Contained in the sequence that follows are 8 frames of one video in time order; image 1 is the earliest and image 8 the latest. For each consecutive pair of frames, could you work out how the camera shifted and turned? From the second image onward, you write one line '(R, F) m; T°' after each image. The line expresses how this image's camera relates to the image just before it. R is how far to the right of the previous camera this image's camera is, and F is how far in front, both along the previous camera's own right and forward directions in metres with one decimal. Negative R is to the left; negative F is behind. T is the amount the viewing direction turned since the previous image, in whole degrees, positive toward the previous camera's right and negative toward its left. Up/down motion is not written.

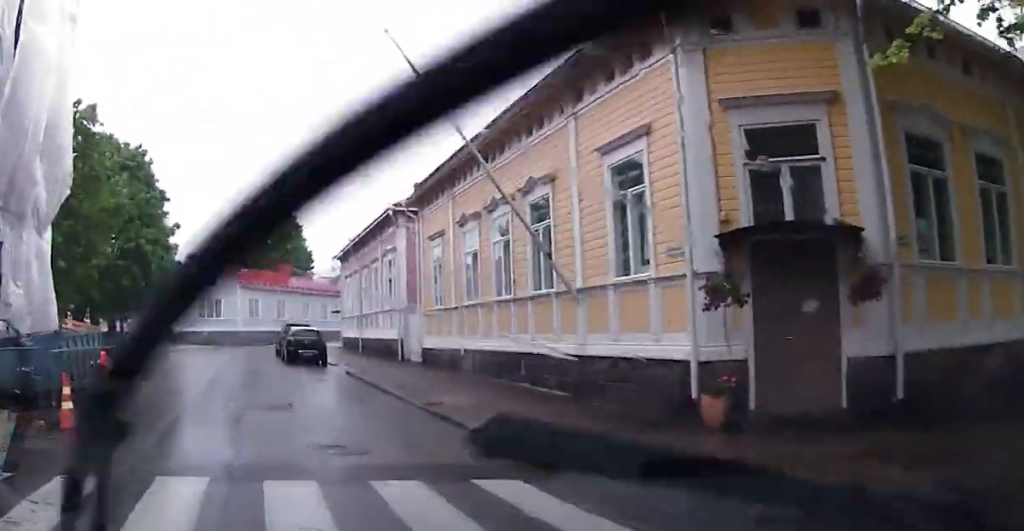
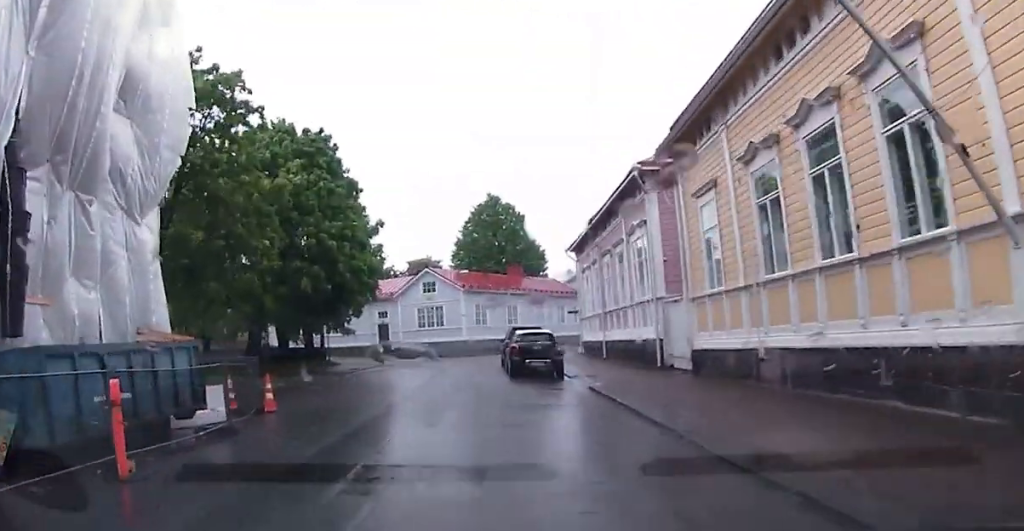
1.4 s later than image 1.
(-1.1, +7.1) m; -15°
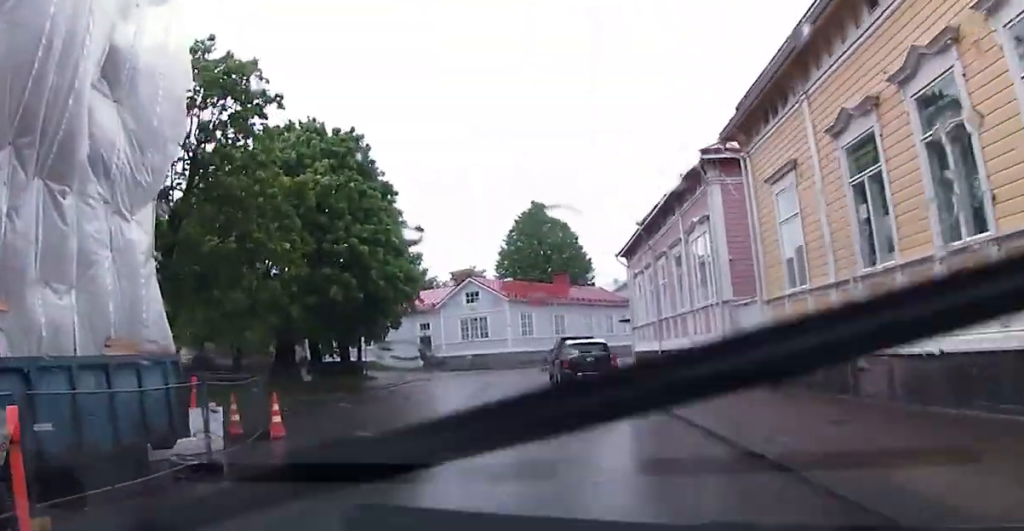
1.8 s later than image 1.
(-0.1, +2.4) m; -3°
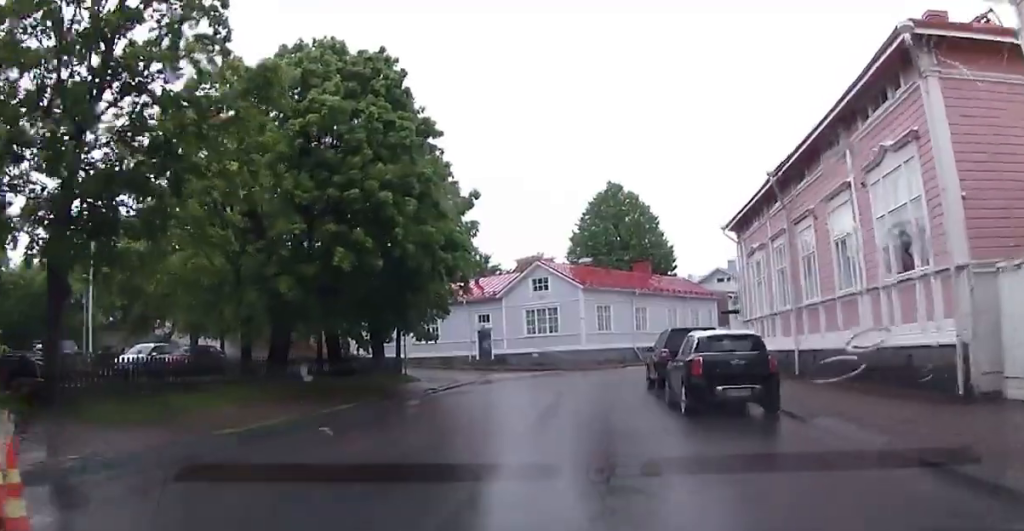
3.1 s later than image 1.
(-0.4, +8.6) m; -6°
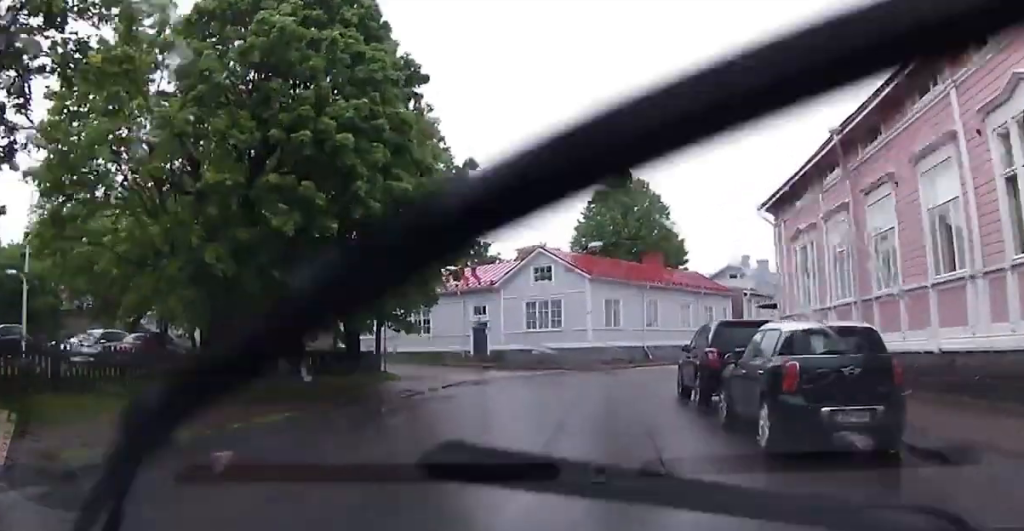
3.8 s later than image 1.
(-0.2, +4.7) m; -1°
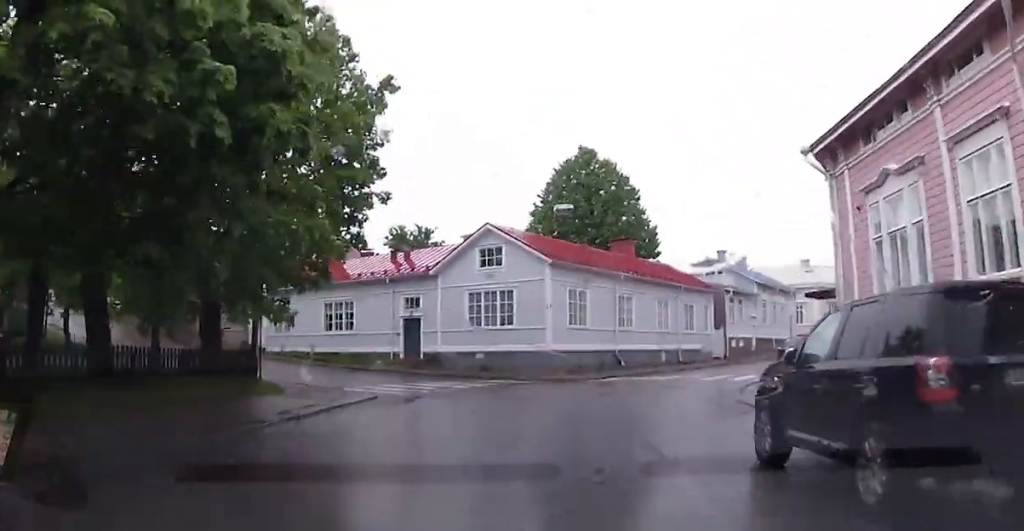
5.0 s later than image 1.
(0.0, +8.9) m; +3°
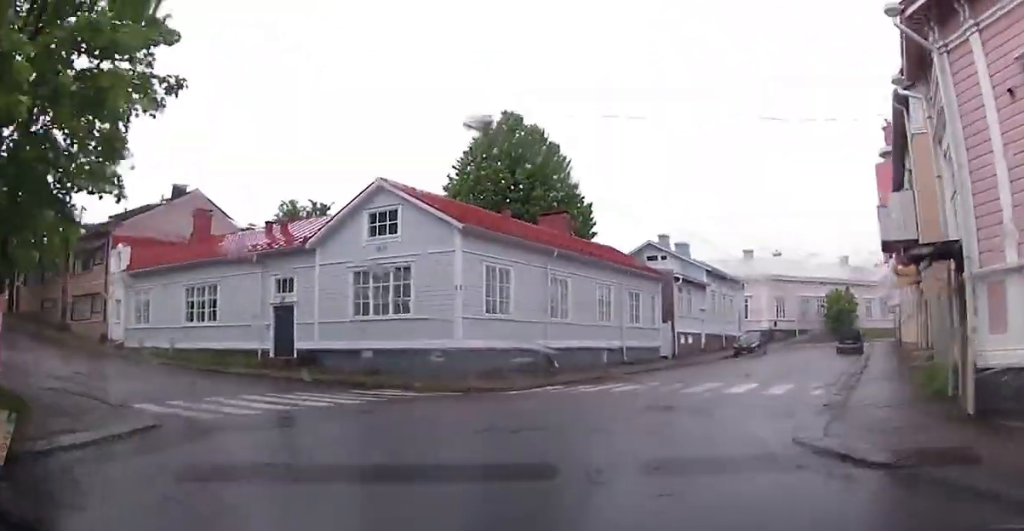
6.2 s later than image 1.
(+0.5, +8.8) m; +6°
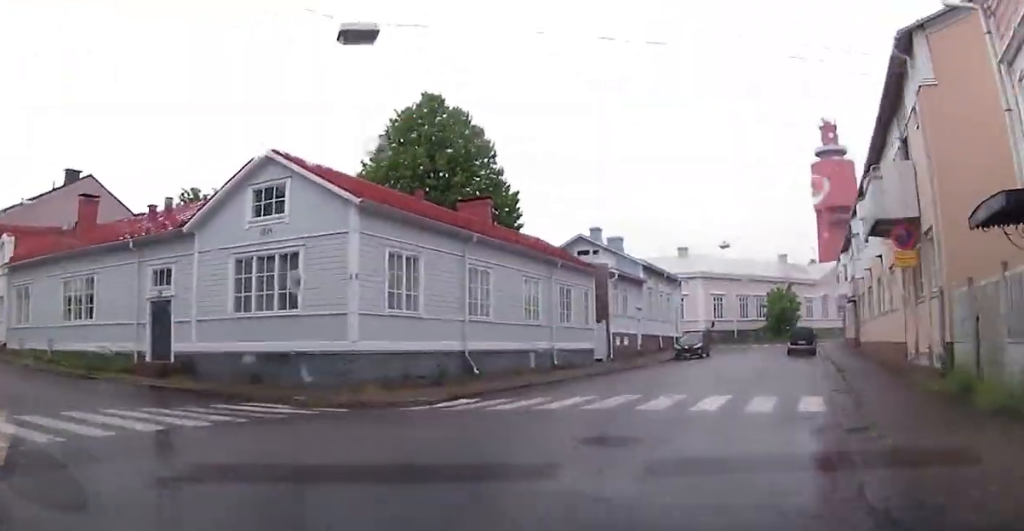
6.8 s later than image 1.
(+0.1, +4.5) m; +5°
